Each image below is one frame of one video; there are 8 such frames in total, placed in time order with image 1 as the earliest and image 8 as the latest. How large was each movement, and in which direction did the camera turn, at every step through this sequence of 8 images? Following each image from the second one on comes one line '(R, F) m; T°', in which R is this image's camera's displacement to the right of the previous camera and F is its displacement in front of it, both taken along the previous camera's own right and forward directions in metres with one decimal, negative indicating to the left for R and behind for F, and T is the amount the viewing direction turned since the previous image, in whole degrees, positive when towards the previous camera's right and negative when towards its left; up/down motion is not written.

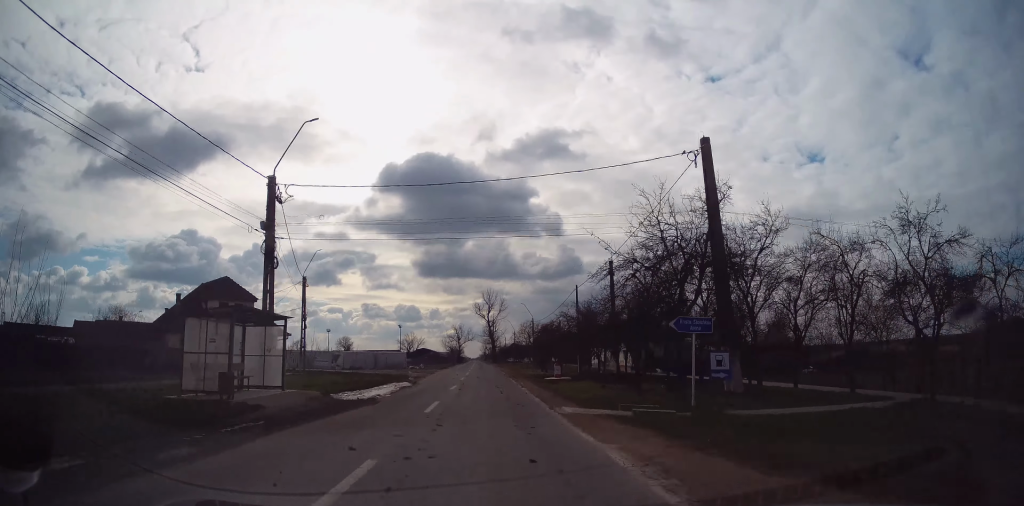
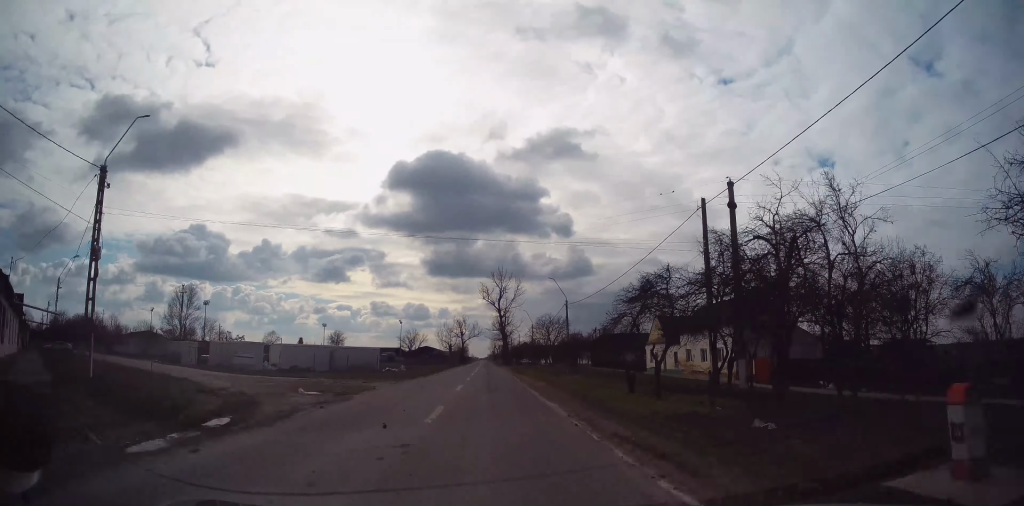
(+0.3, +28.4) m; 0°
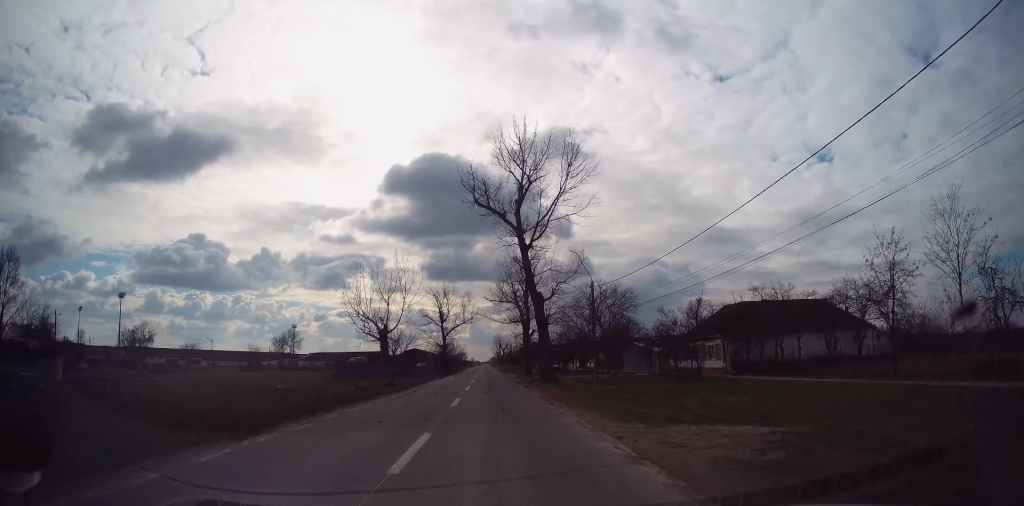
(-0.8, +56.6) m; -1°
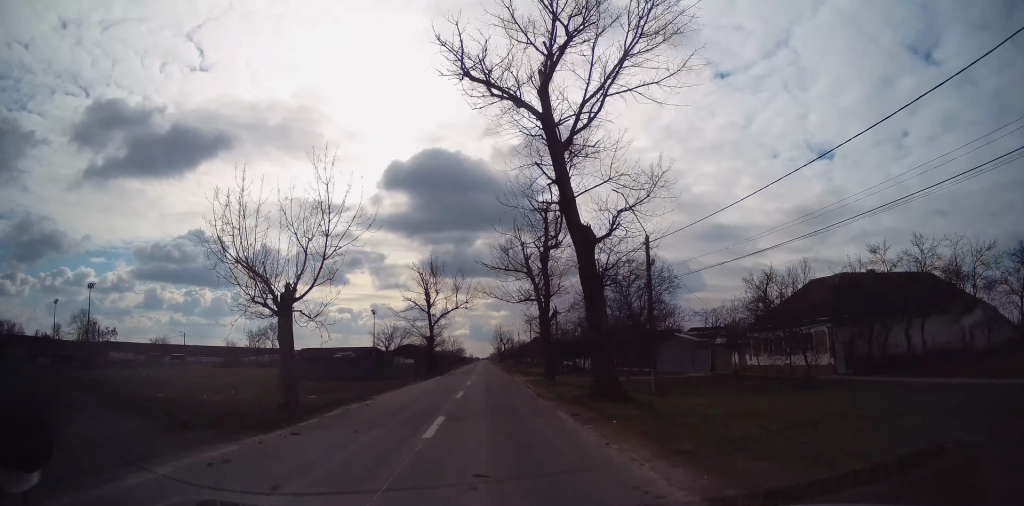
(0.0, +15.0) m; 0°
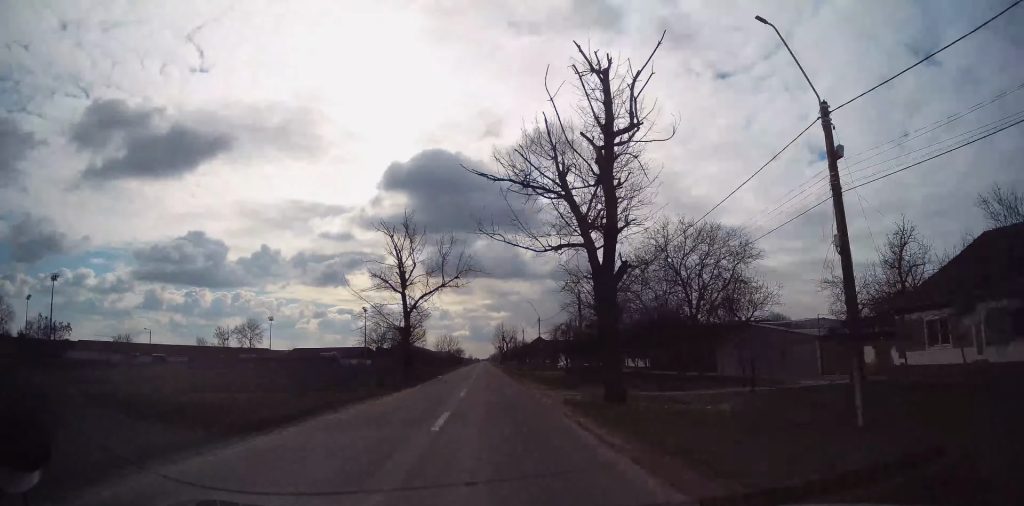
(+0.1, +16.0) m; +1°
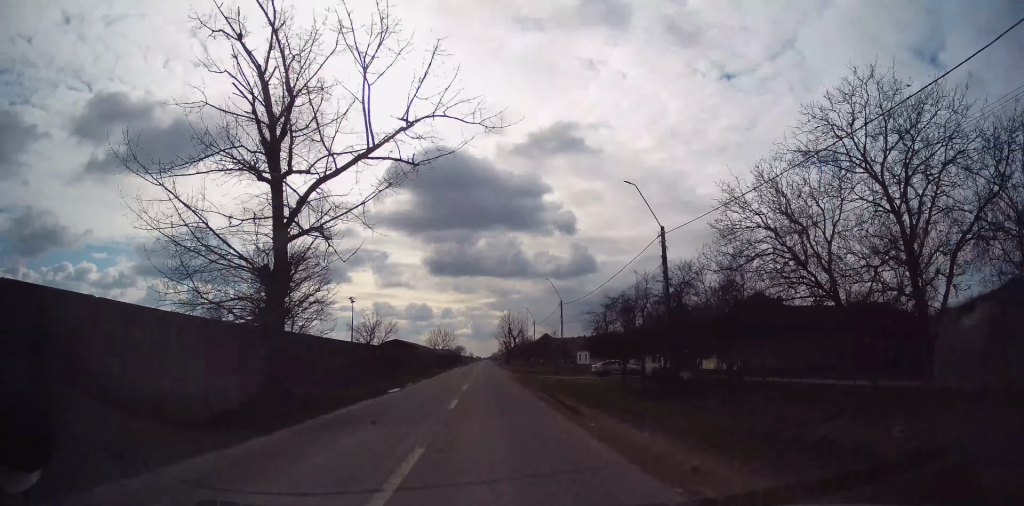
(0.0, +22.6) m; -1°
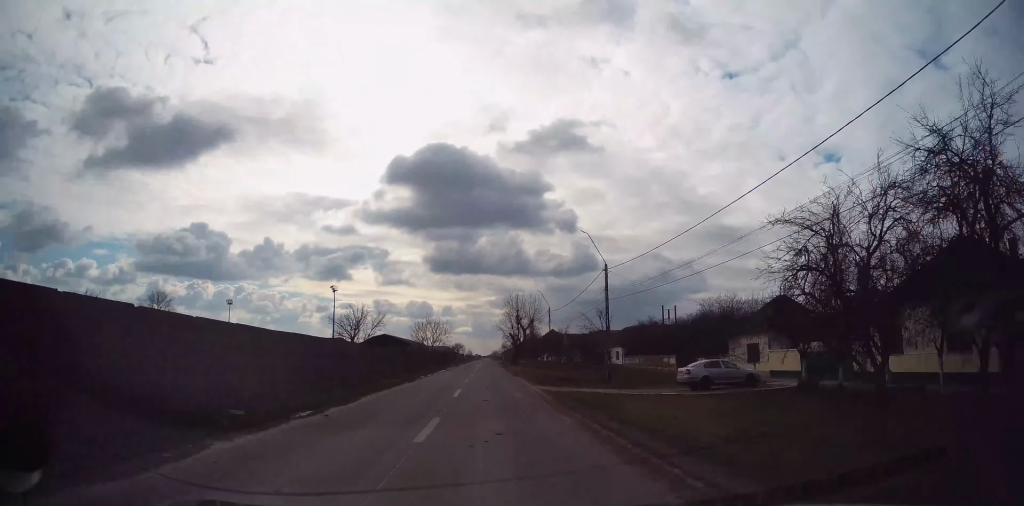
(-0.3, +22.4) m; -1°
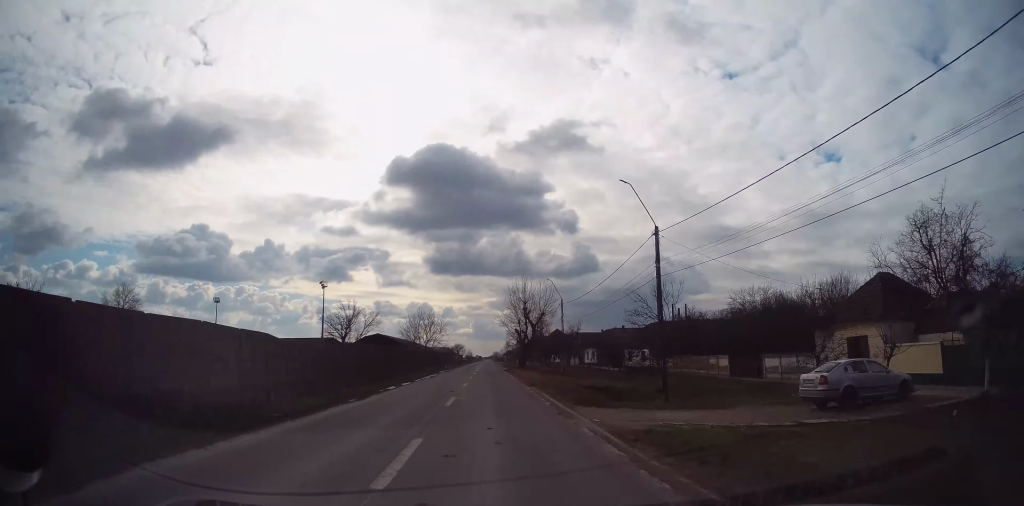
(0.0, +11.4) m; 0°
